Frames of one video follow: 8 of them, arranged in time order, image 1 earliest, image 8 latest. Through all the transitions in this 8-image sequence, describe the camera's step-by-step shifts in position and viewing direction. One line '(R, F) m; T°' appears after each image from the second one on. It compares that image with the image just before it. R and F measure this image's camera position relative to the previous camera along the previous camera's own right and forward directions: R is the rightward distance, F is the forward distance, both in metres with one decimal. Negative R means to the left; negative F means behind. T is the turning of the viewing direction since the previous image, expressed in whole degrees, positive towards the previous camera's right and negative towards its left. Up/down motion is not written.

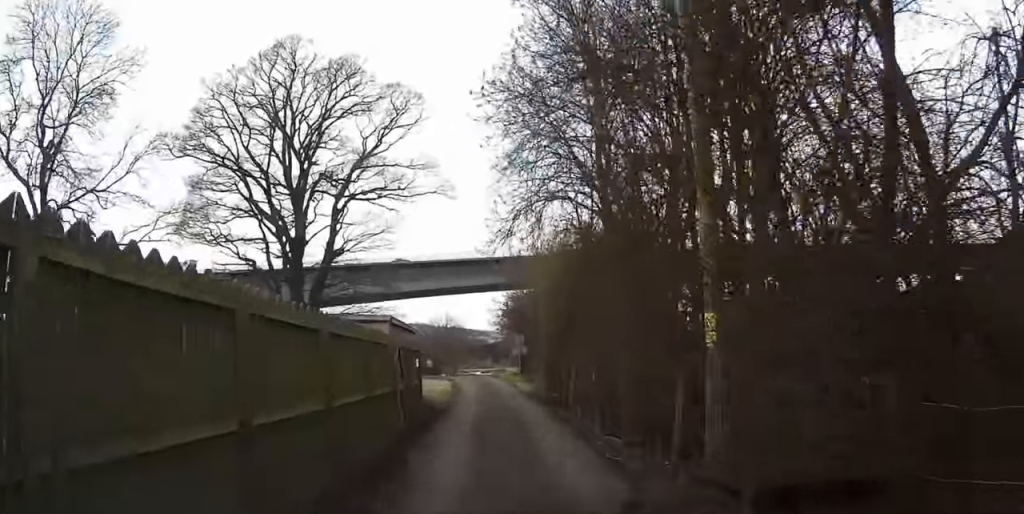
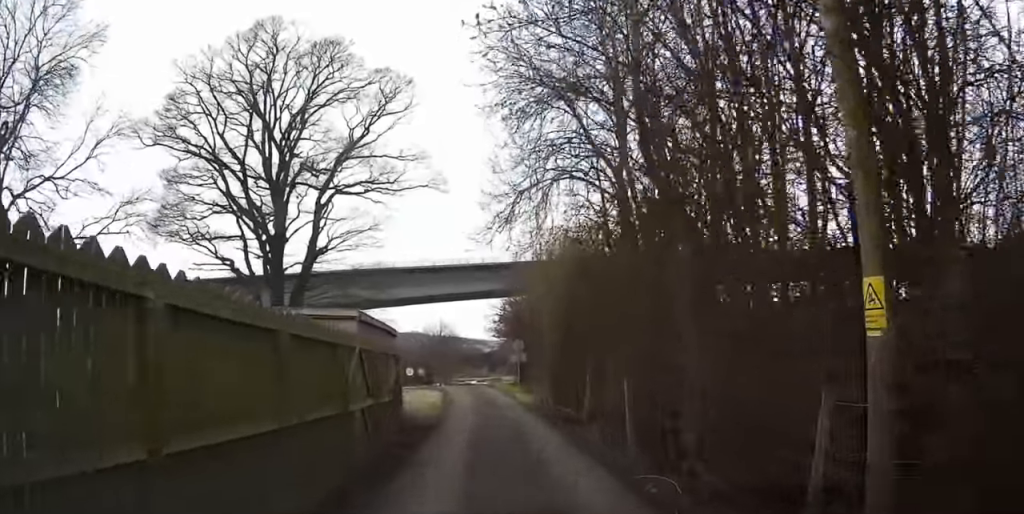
(0.0, +4.2) m; -2°
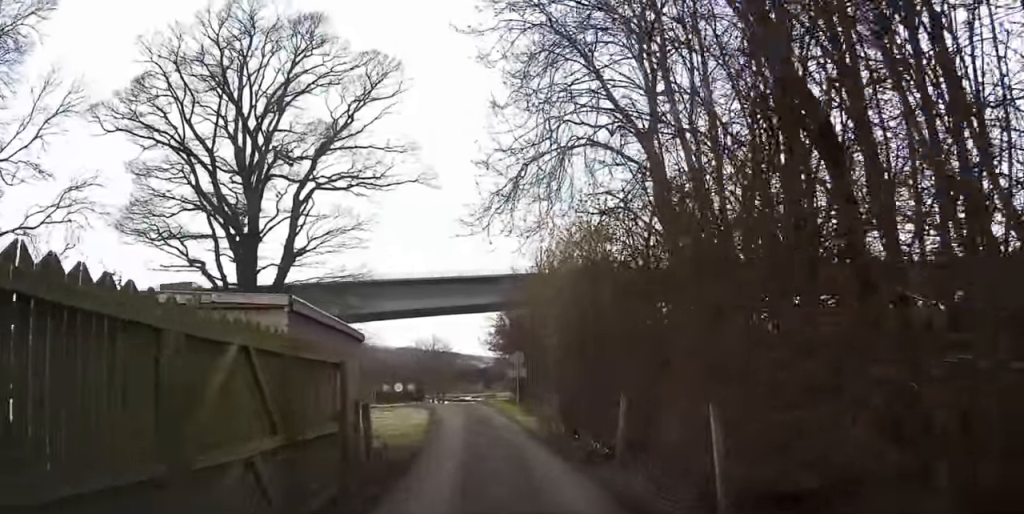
(0.0, +4.9) m; -3°
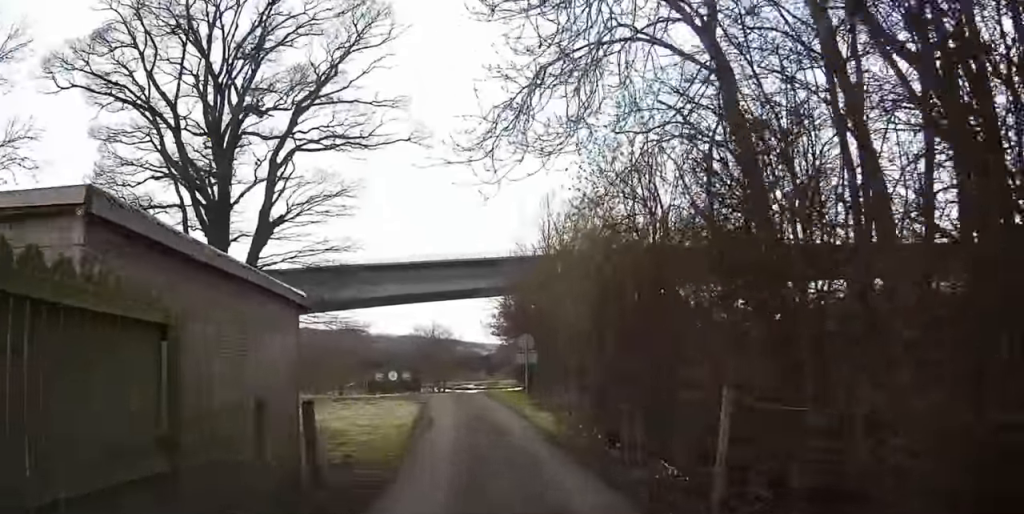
(-0.3, +4.6) m; -5°
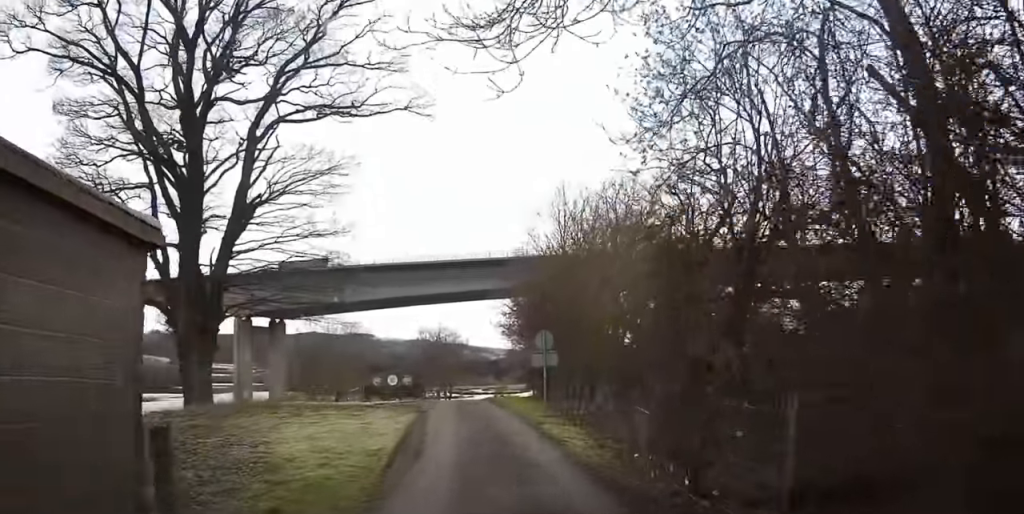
(0.0, +4.4) m; -8°
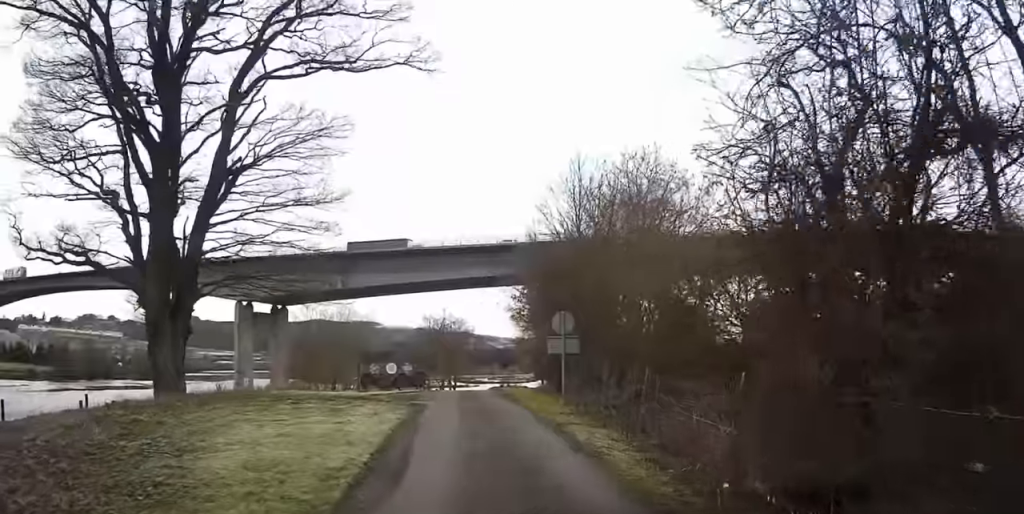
(-0.5, +3.4) m; 0°
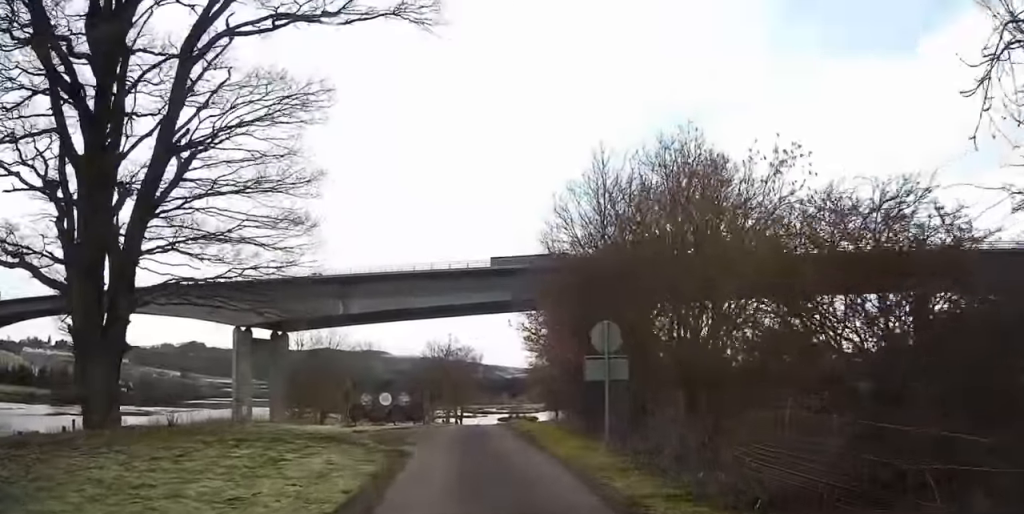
(+0.4, +5.6) m; +6°
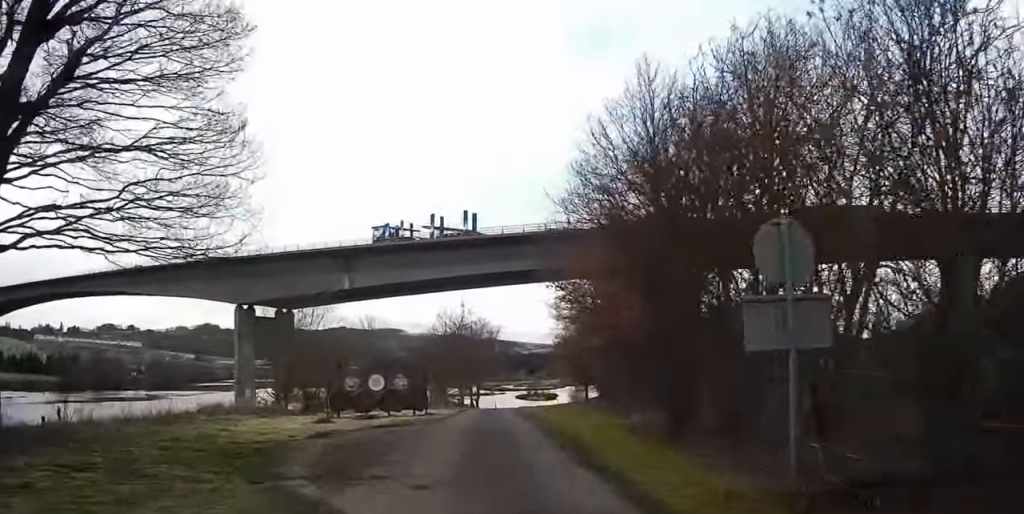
(+0.3, +8.4) m; +3°
